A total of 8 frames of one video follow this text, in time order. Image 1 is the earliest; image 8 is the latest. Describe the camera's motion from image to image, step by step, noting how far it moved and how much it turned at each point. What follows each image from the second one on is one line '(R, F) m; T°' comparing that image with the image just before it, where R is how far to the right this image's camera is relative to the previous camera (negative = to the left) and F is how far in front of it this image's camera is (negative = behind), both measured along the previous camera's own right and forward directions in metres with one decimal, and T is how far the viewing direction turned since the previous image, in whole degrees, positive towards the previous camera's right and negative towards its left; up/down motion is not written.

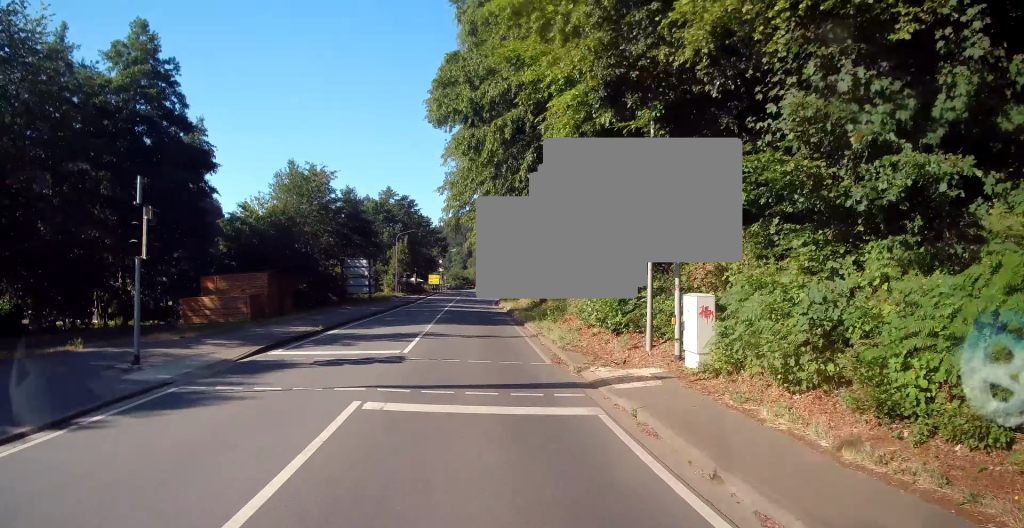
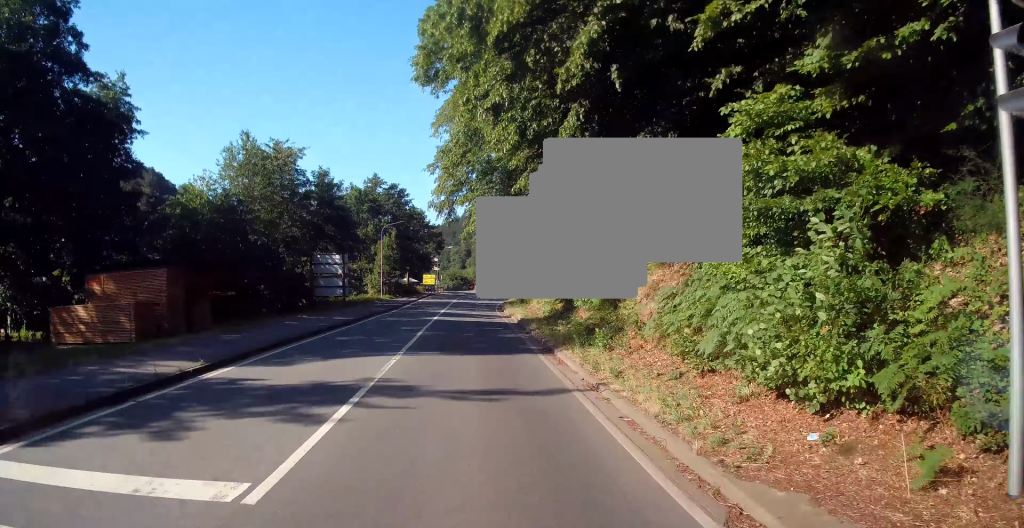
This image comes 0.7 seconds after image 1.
(-0.1, +10.7) m; 0°
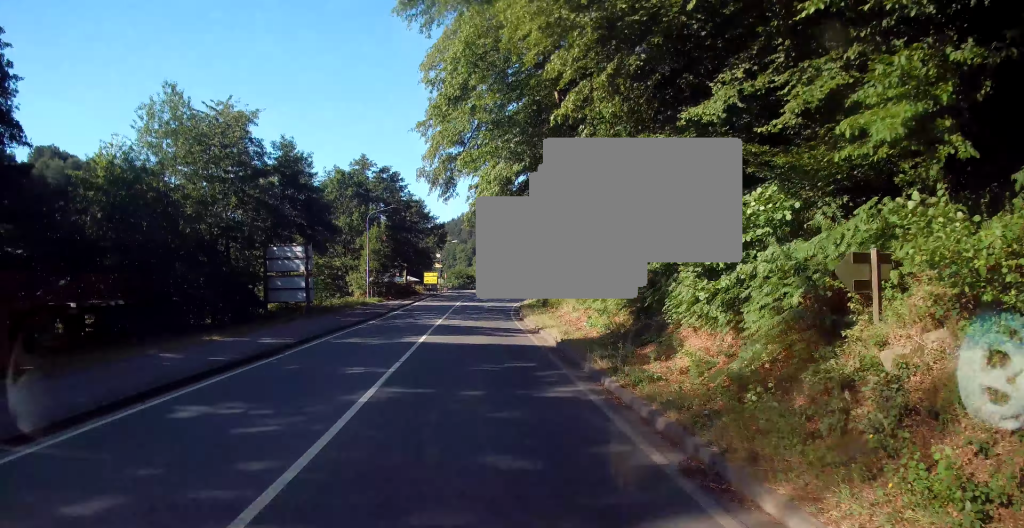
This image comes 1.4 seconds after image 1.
(0.0, +11.9) m; -1°
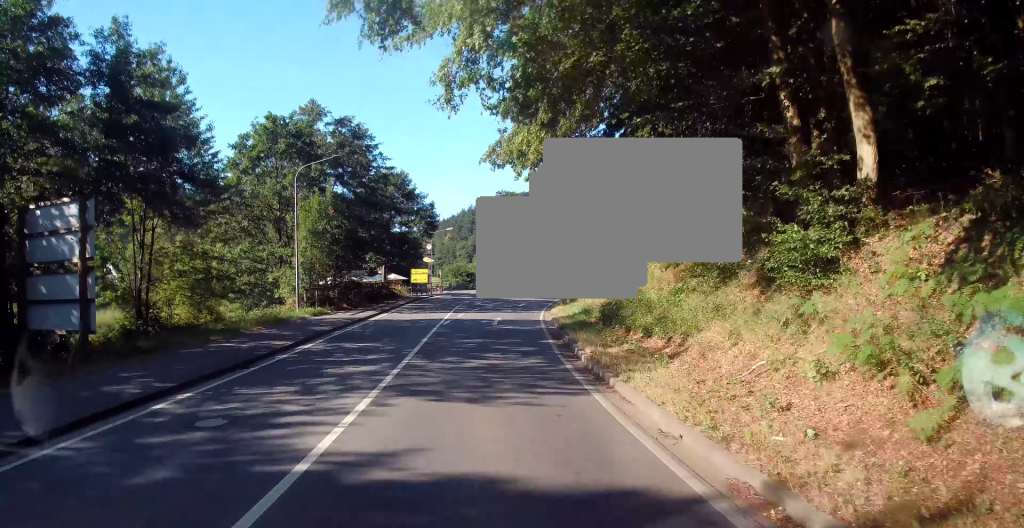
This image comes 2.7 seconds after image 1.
(-0.3, +20.5) m; 0°
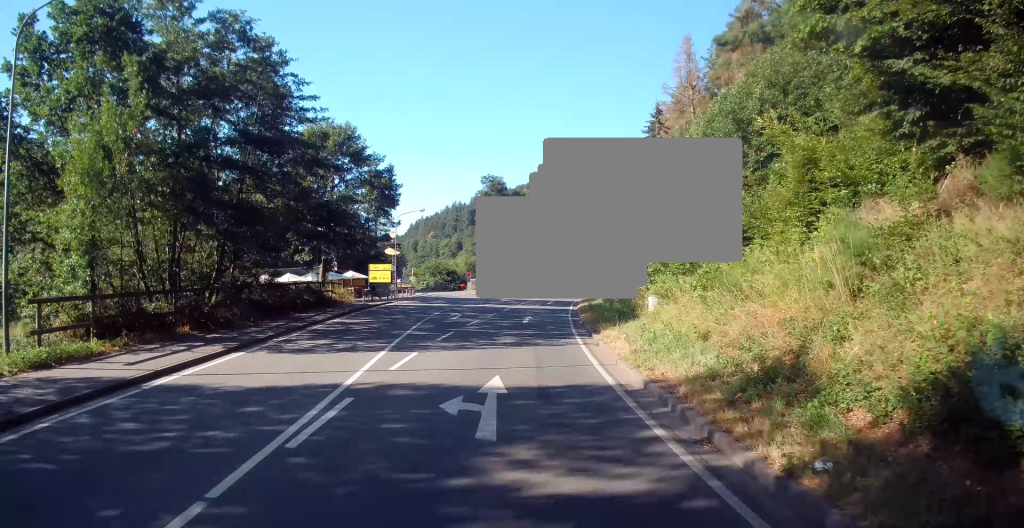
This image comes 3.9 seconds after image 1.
(+0.5, +20.1) m; +2°
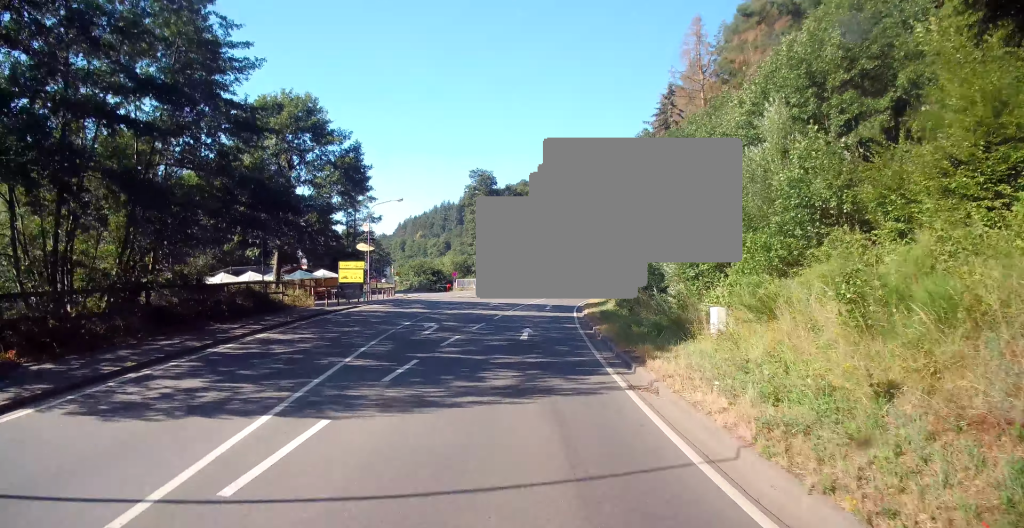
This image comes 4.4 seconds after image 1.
(-0.1, +7.4) m; +1°
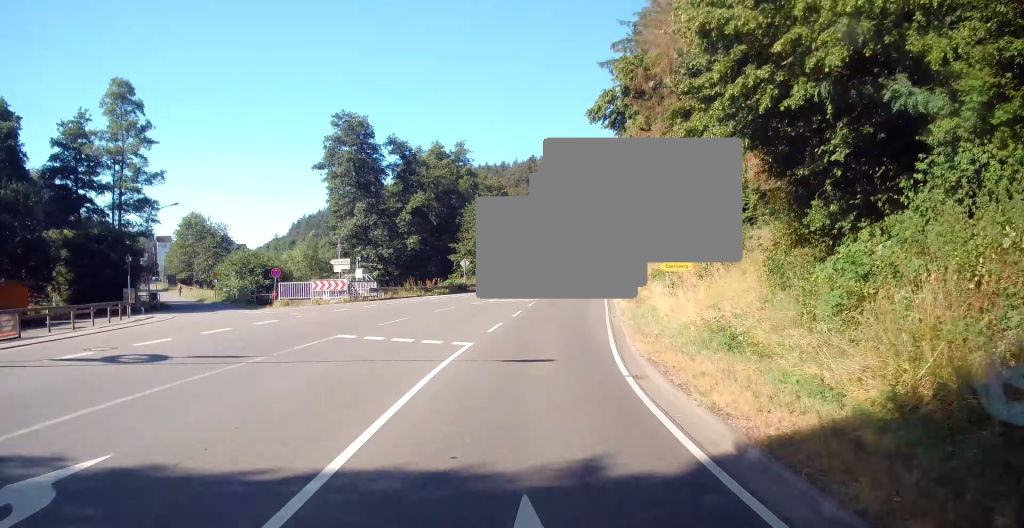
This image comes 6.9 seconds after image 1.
(+3.6, +38.4) m; +11°
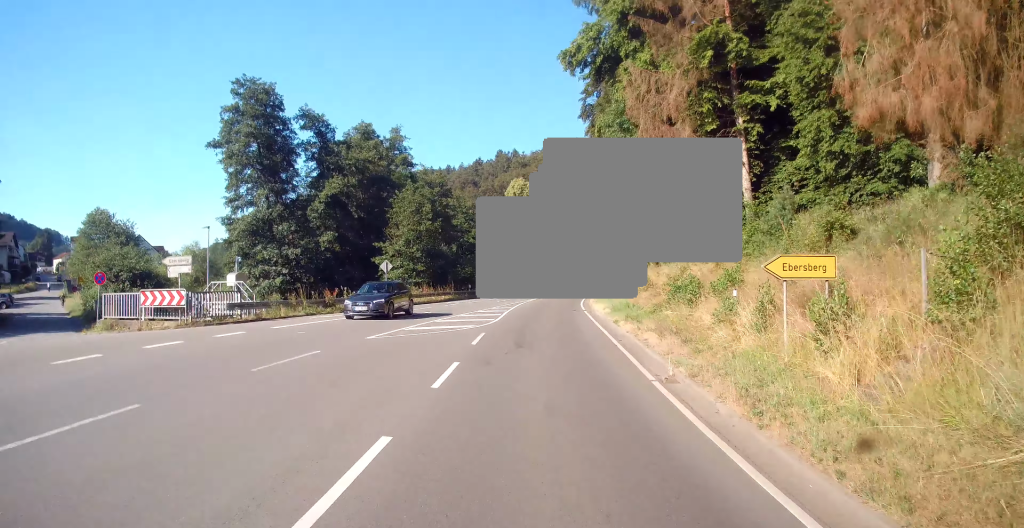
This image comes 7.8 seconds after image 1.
(+0.5, +14.6) m; +4°
